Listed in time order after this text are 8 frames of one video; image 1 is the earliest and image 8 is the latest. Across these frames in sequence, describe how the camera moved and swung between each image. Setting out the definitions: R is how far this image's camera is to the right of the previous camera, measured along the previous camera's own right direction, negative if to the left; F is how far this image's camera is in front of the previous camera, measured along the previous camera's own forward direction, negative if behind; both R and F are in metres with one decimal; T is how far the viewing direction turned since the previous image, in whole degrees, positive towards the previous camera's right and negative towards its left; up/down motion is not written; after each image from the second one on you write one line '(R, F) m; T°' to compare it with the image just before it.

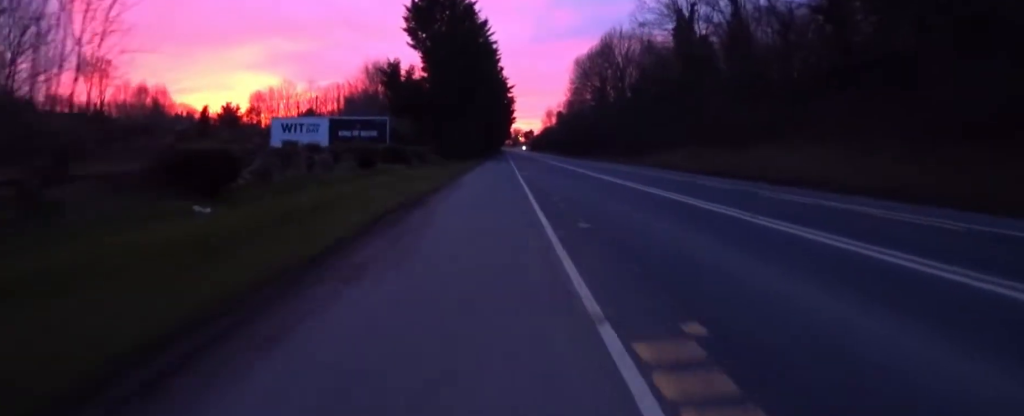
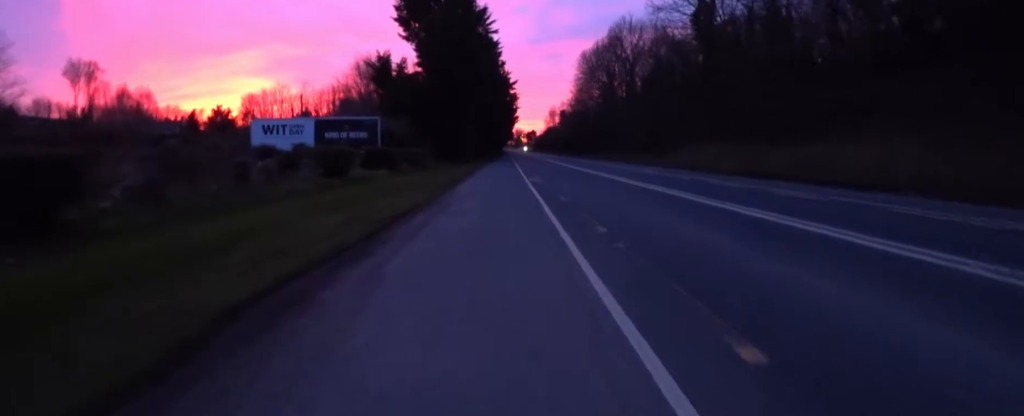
(-0.3, +4.2) m; 0°
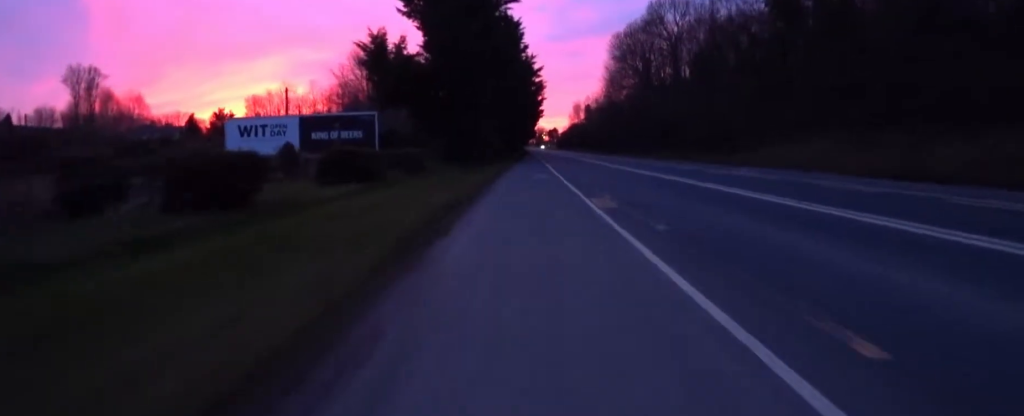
(+0.3, +7.7) m; 0°
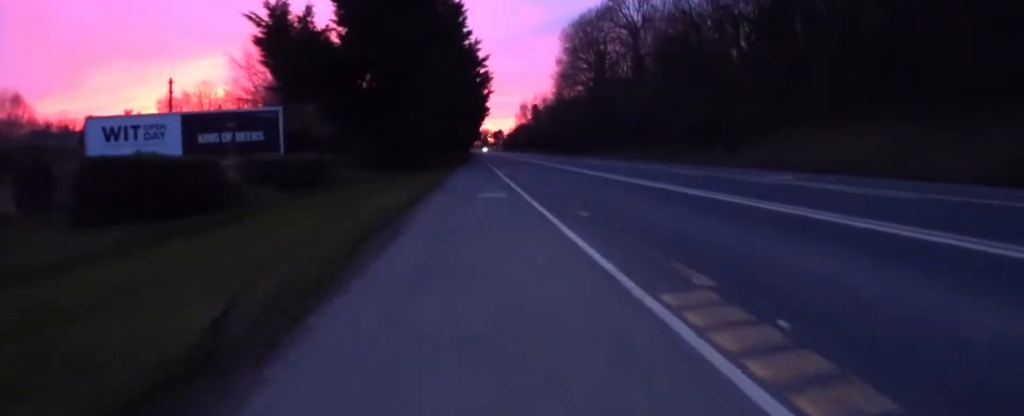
(-0.2, +6.5) m; 0°
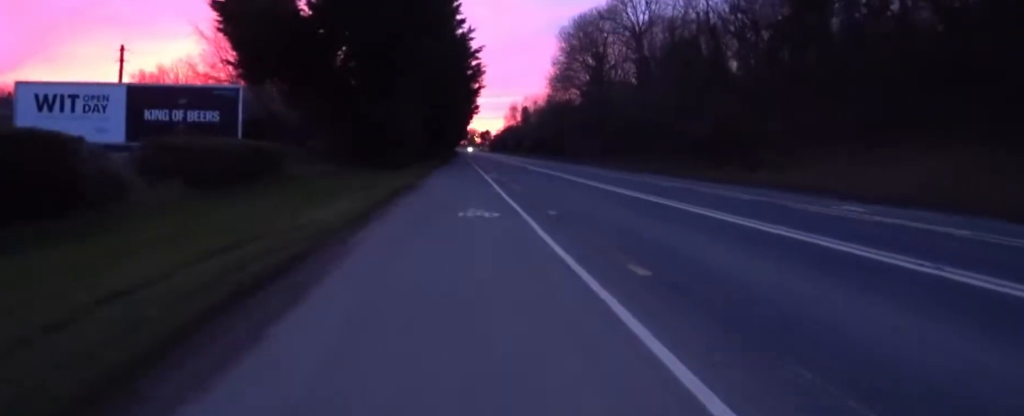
(+0.3, +3.1) m; 0°
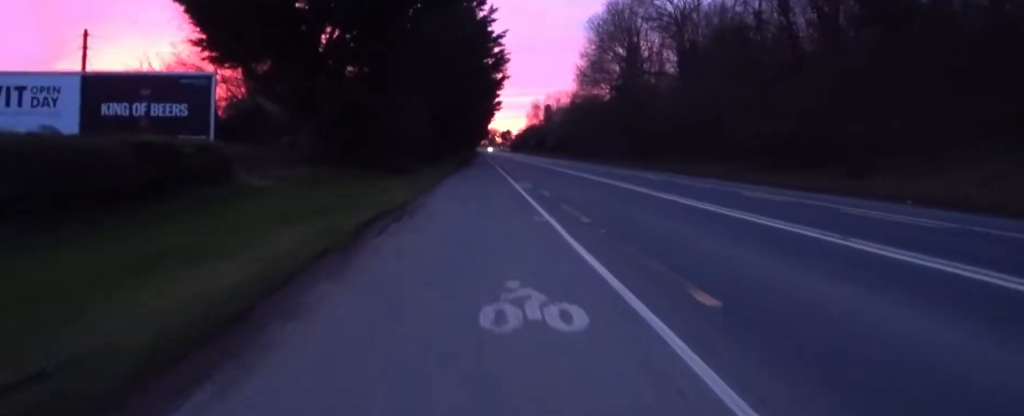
(-0.3, +4.7) m; 0°
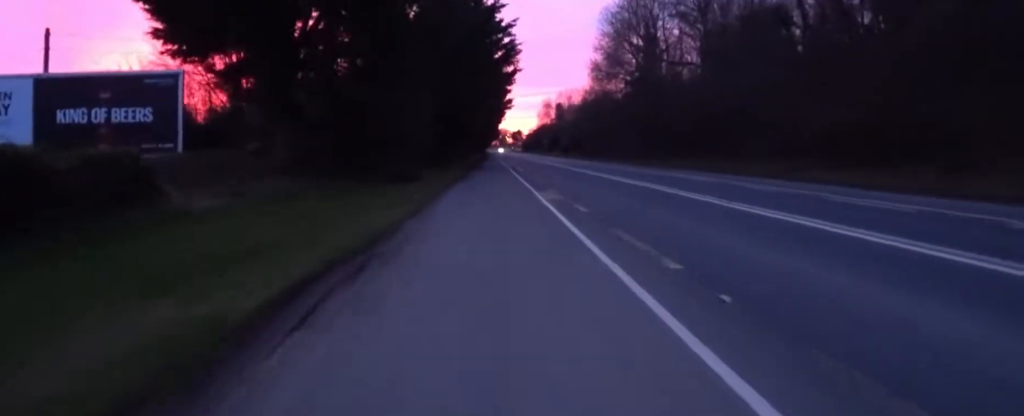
(0.0, +2.9) m; +2°
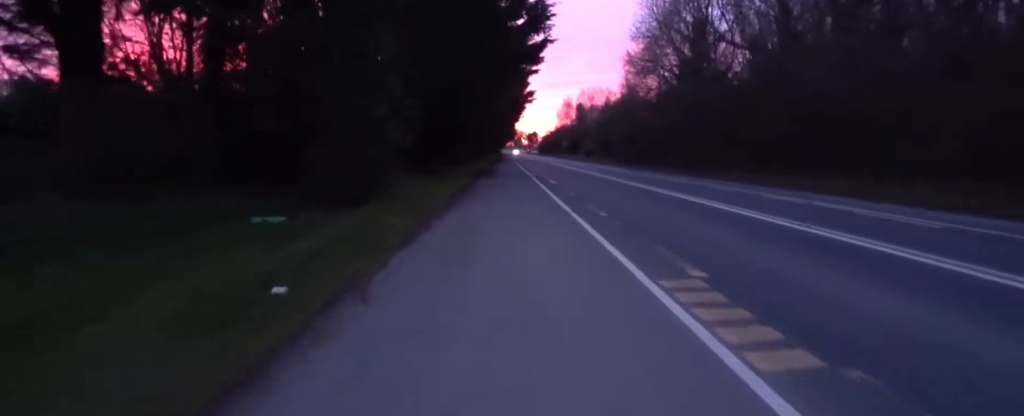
(+0.5, +7.8) m; +4°
